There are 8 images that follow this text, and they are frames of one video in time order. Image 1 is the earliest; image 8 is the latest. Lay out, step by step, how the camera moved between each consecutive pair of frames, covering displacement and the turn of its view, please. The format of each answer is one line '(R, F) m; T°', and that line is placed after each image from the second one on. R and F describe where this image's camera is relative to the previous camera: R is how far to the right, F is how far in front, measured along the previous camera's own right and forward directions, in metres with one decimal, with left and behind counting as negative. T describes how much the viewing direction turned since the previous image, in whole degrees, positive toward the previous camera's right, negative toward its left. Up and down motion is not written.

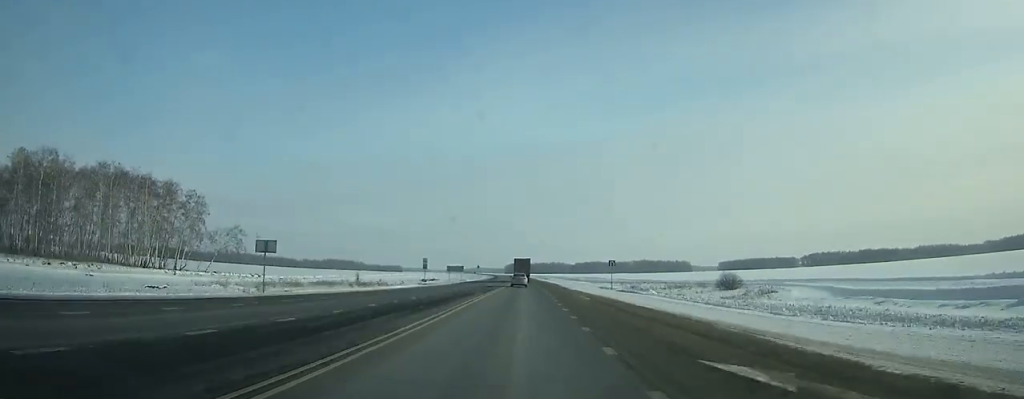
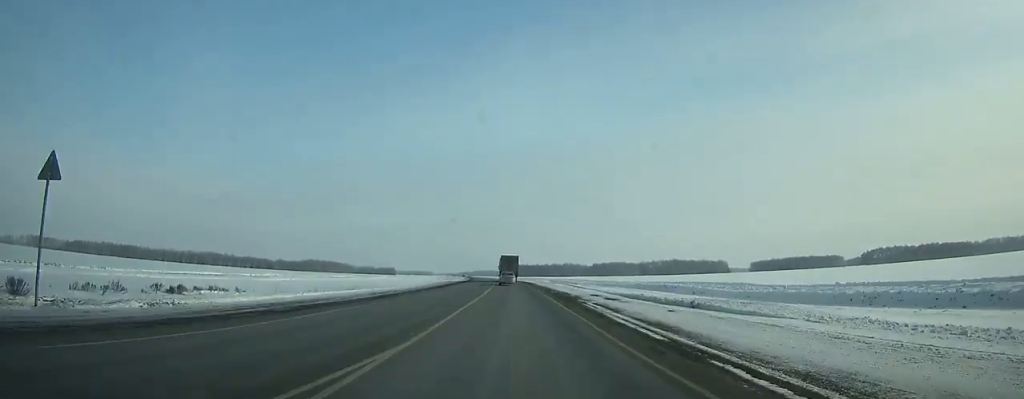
(-2.0, +147.9) m; -3°
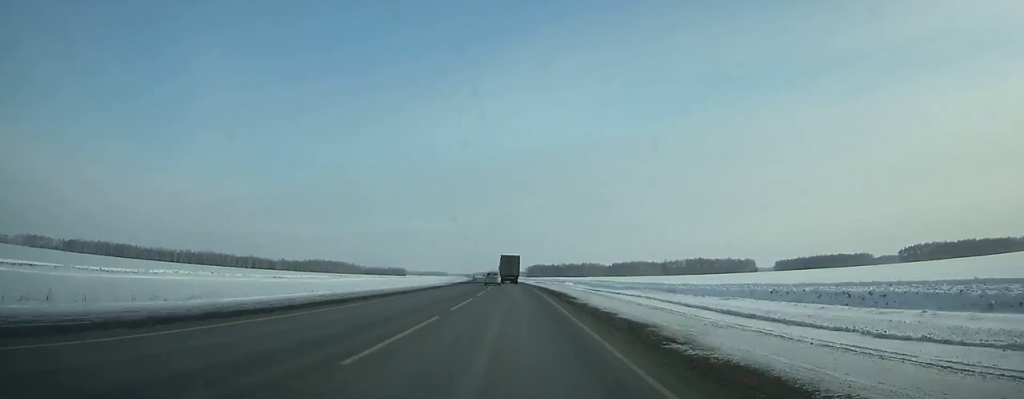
(-0.2, +47.3) m; -2°
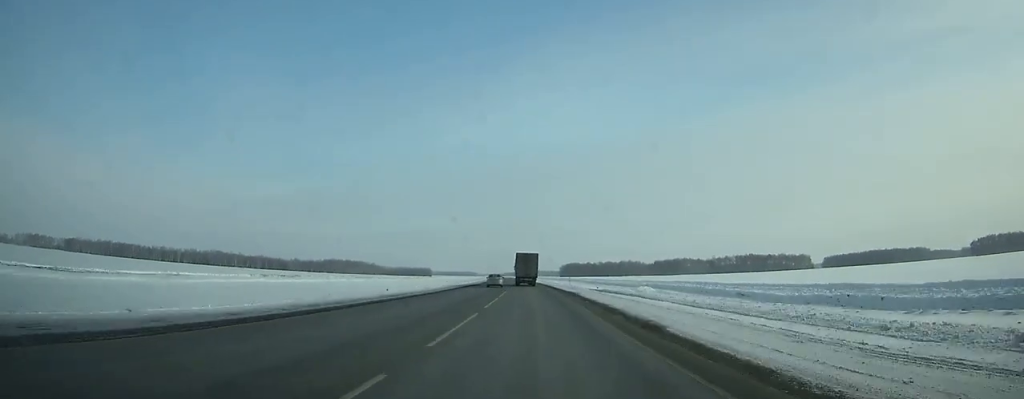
(-1.9, +72.0) m; -2°
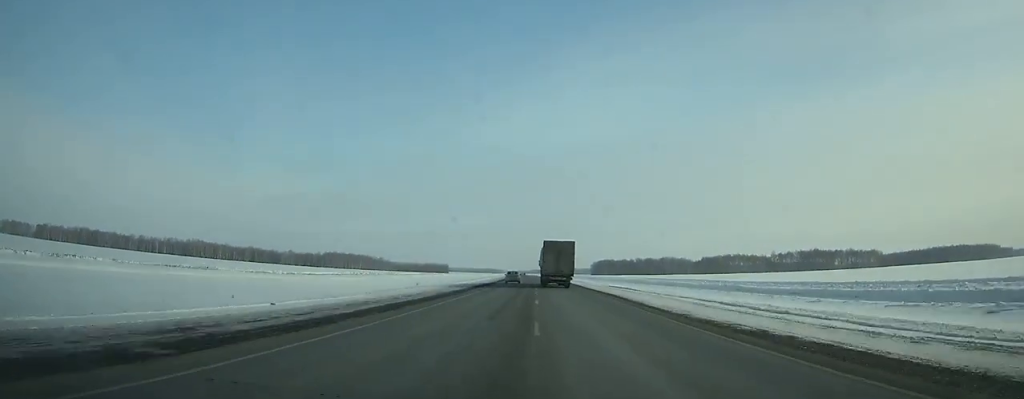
(-1.9, +104.7) m; -1°
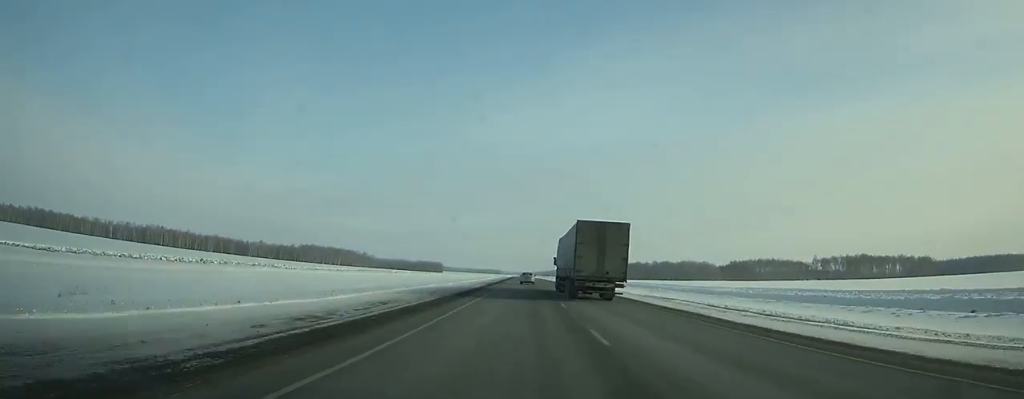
(-0.3, +88.7) m; 0°
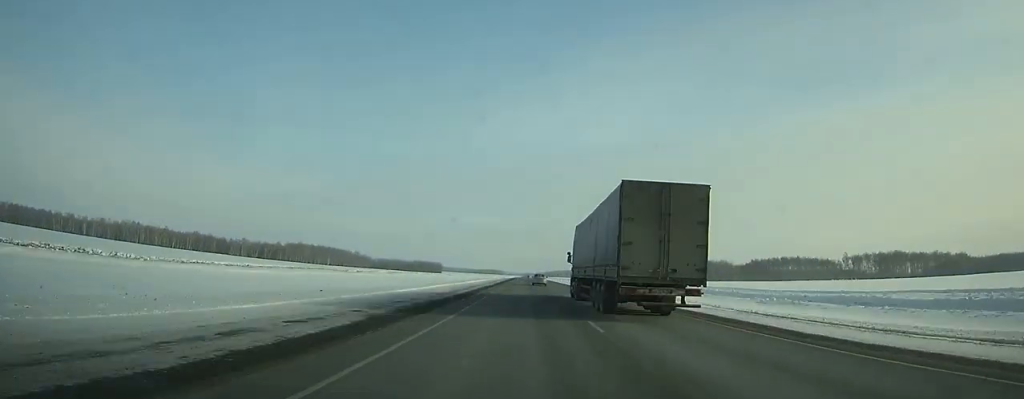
(-0.2, +47.7) m; 0°
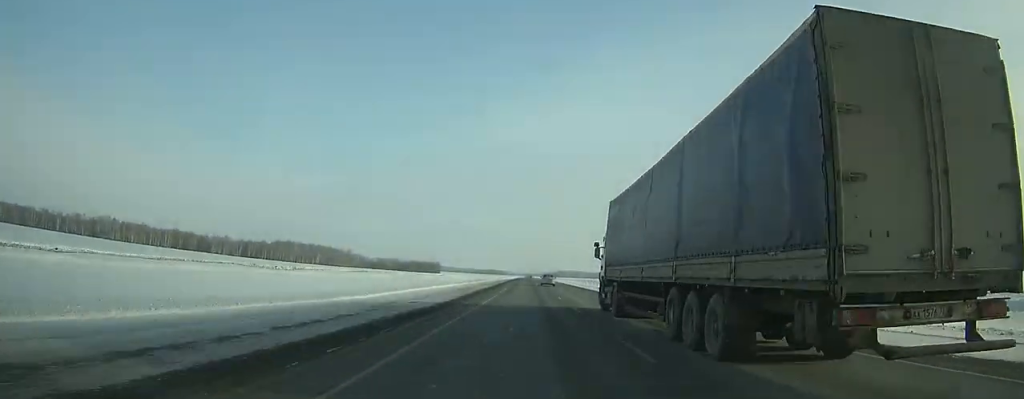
(-0.2, +41.3) m; 0°
